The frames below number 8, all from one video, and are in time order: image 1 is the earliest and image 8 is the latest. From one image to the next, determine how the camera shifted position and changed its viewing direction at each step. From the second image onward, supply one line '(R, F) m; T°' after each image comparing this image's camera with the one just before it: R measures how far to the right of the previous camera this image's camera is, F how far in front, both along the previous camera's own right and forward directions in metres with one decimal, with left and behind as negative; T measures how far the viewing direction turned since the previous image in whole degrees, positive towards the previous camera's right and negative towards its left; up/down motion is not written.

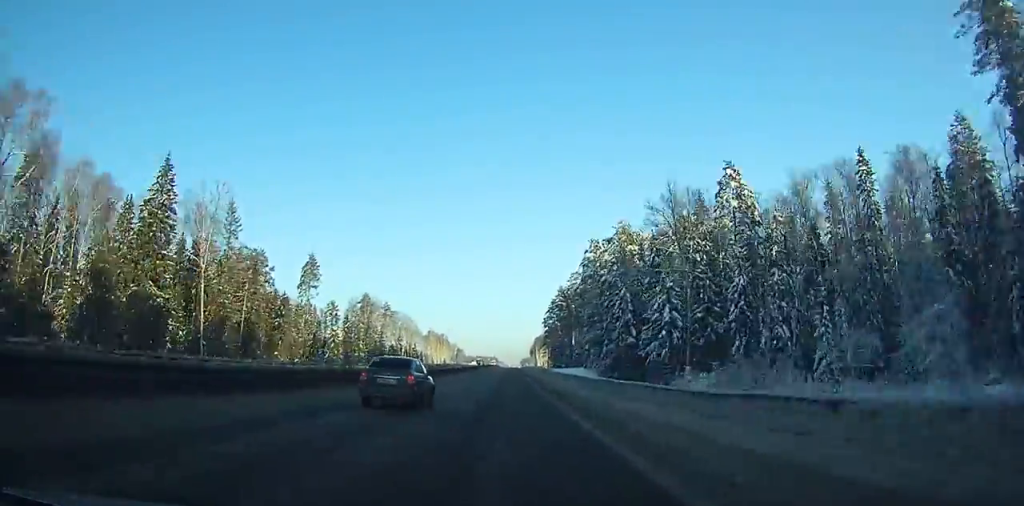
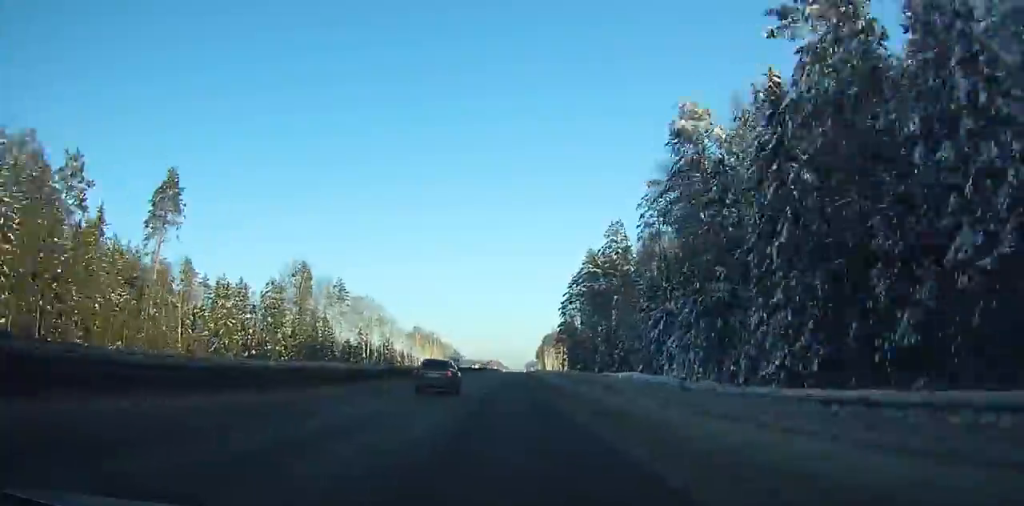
(+0.3, +69.4) m; 0°
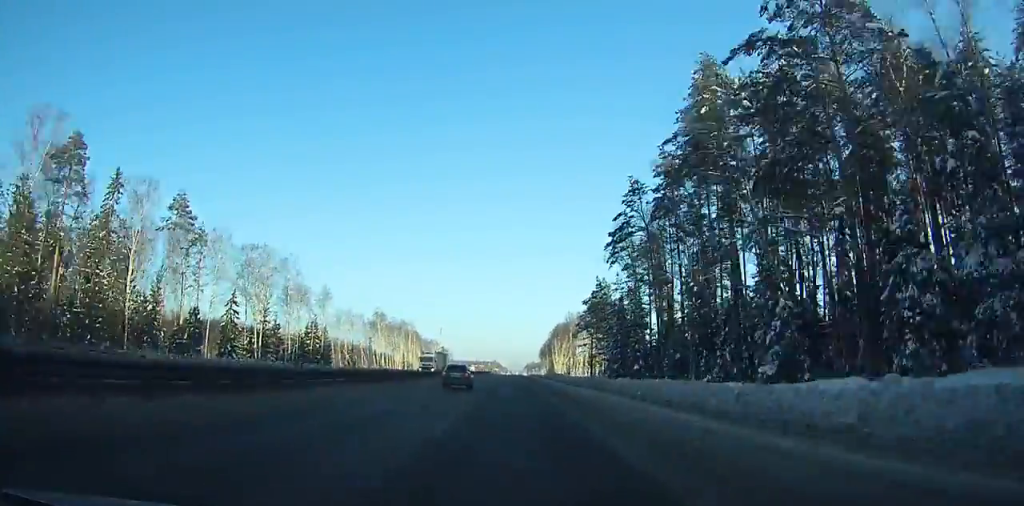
(-0.4, +86.5) m; -1°
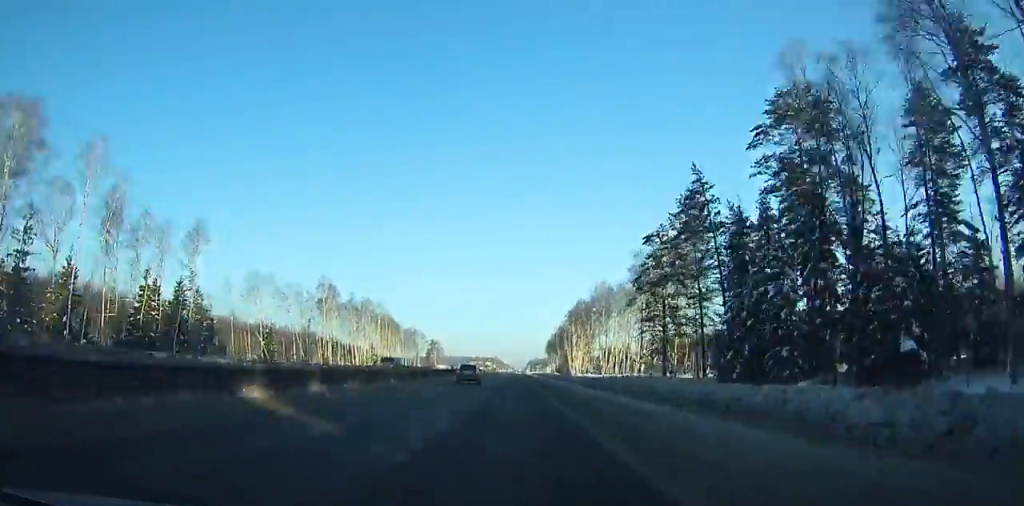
(-0.9, +67.8) m; 0°
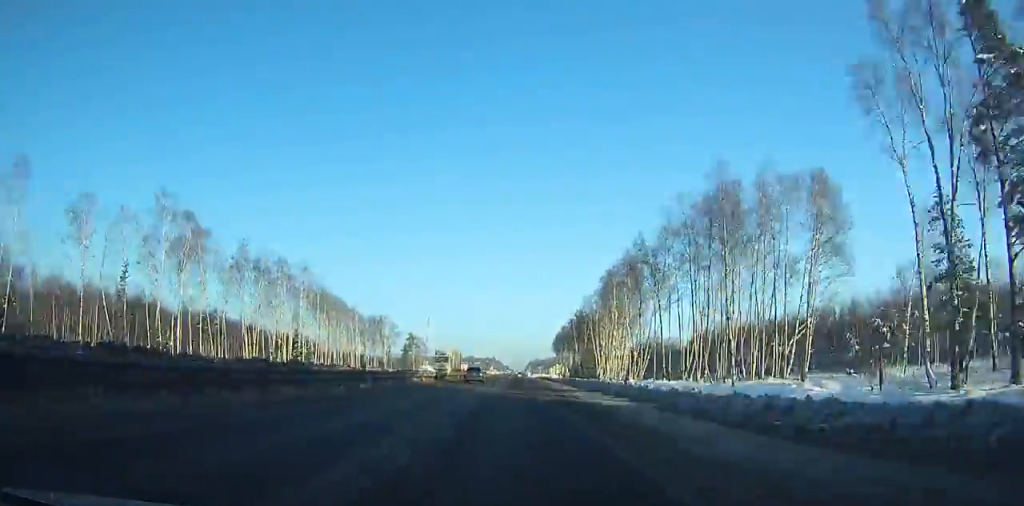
(+0.6, +74.6) m; +1°
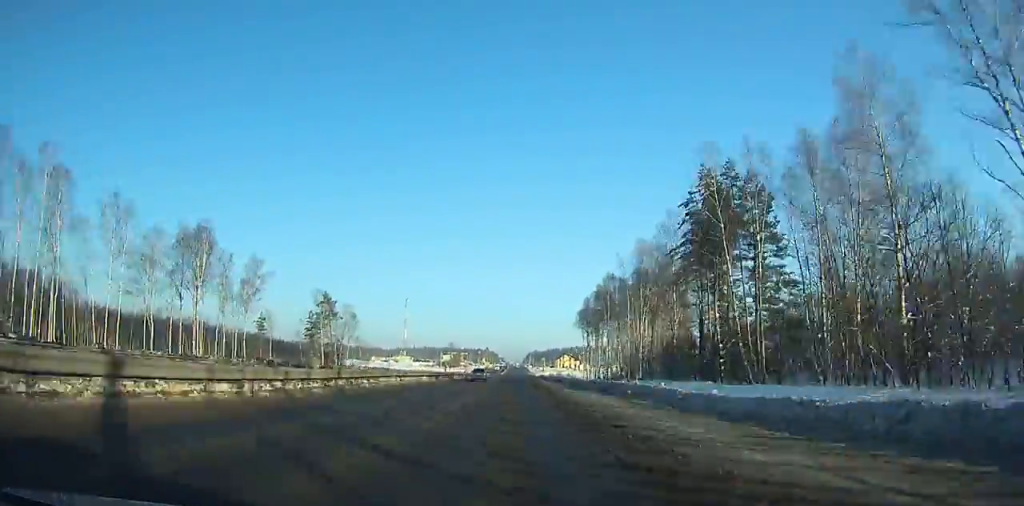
(0.0, +125.4) m; 0°
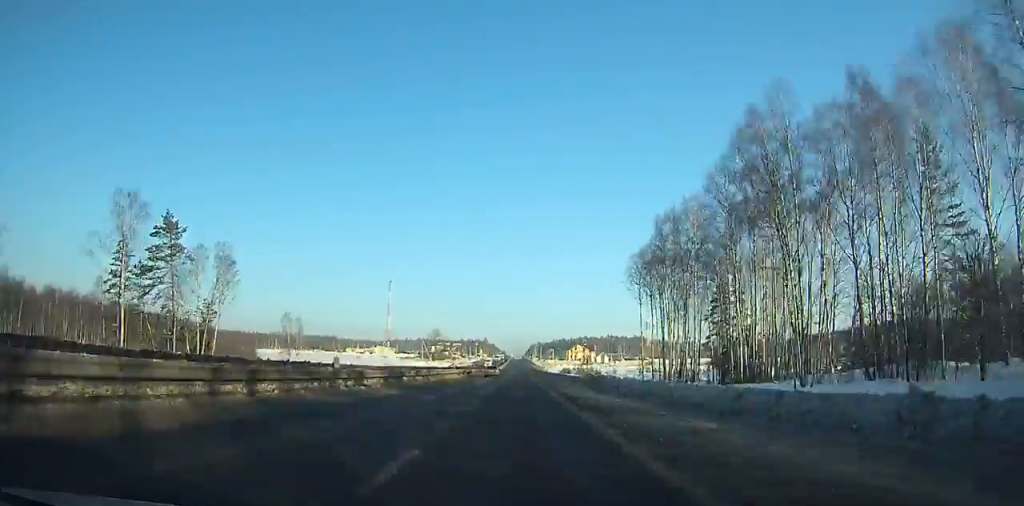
(+0.1, +73.7) m; 0°
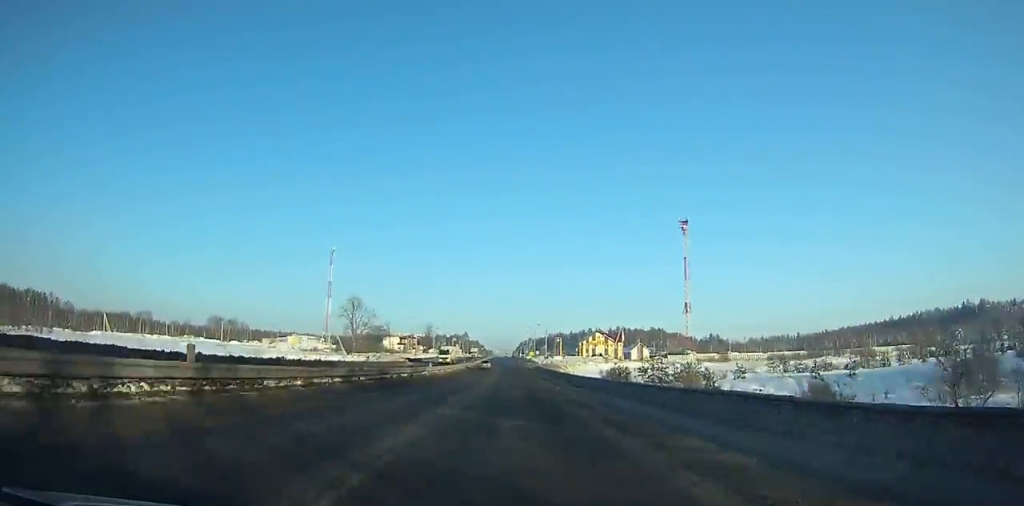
(+0.7, +118.6) m; 0°
